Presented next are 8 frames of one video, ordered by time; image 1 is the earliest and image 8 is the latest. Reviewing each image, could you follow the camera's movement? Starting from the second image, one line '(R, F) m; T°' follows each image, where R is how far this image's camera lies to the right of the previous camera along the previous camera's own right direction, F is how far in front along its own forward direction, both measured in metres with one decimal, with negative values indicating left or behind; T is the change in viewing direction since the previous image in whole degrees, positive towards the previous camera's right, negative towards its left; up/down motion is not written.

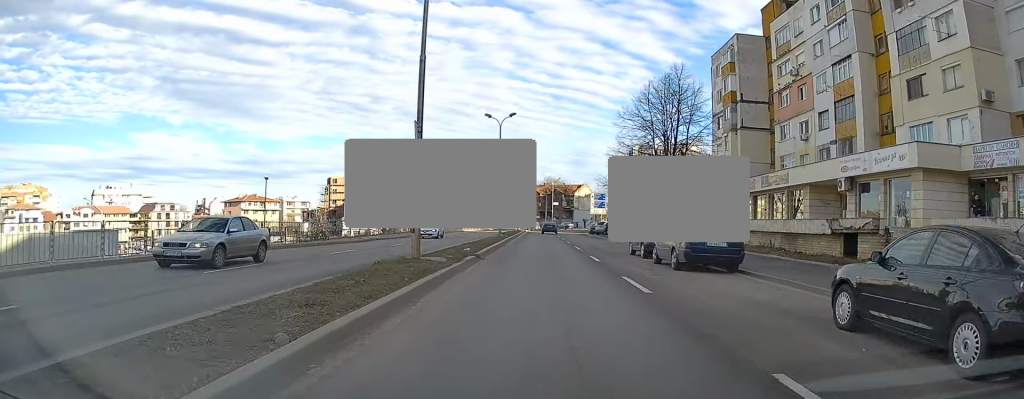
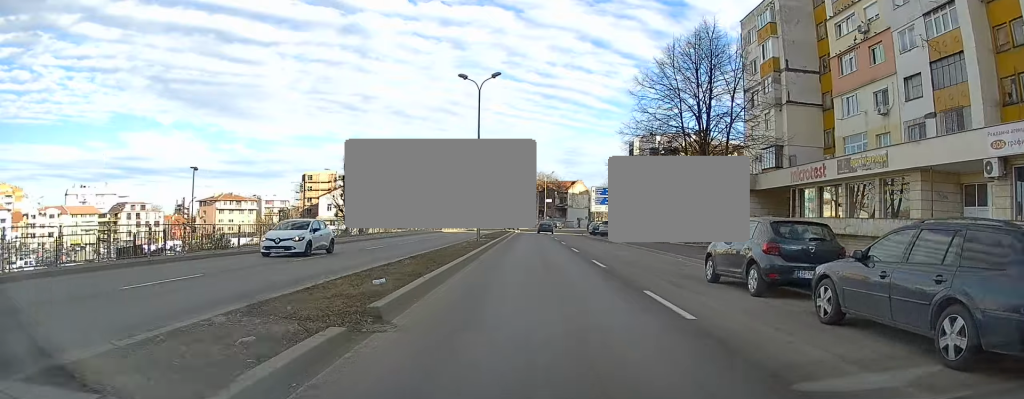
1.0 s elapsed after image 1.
(+0.3, +12.2) m; +1°
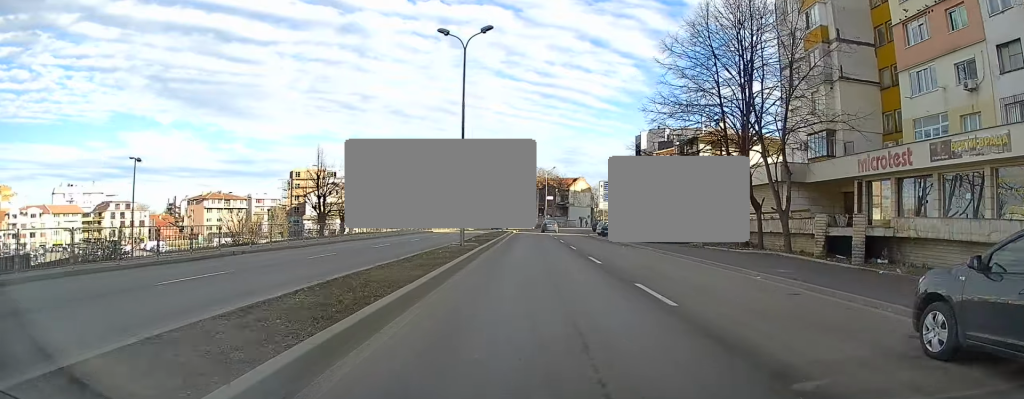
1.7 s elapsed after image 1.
(-0.1, +7.6) m; 0°
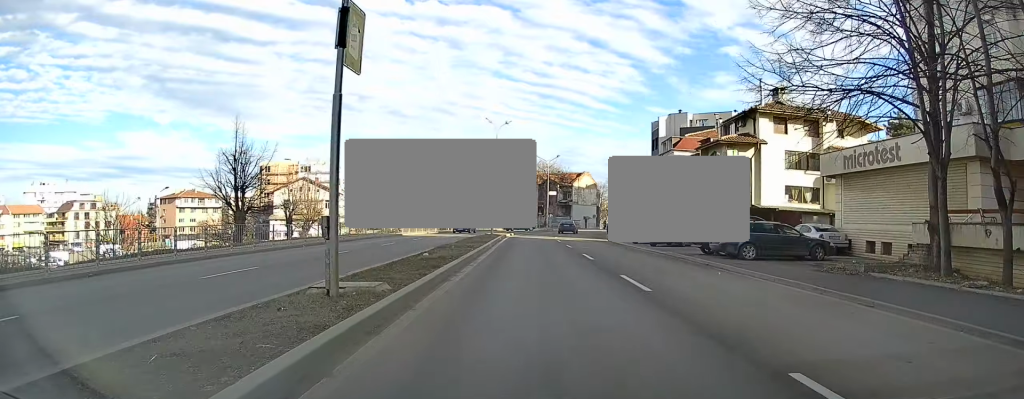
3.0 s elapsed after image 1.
(+0.1, +15.8) m; +1°
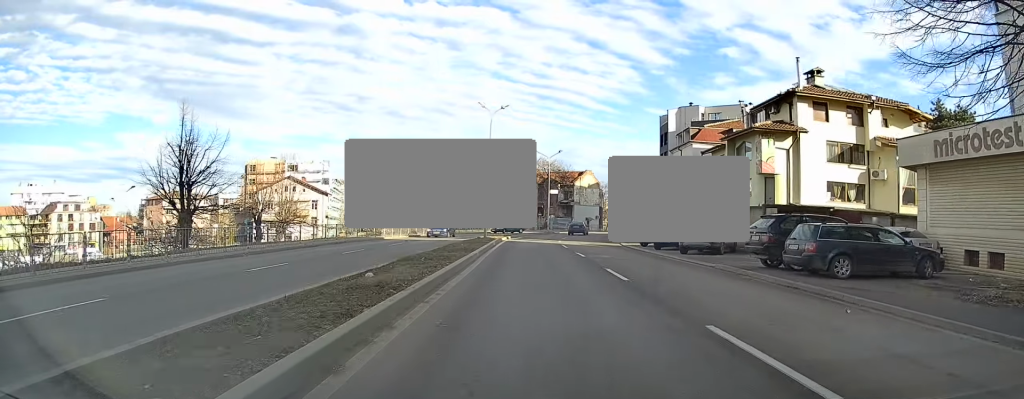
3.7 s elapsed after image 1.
(0.0, +7.1) m; +1°
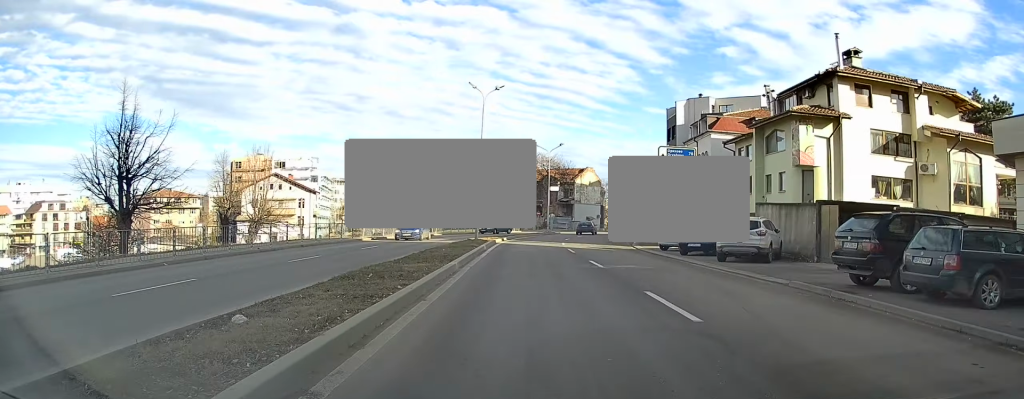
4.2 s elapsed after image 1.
(0.0, +5.7) m; 0°
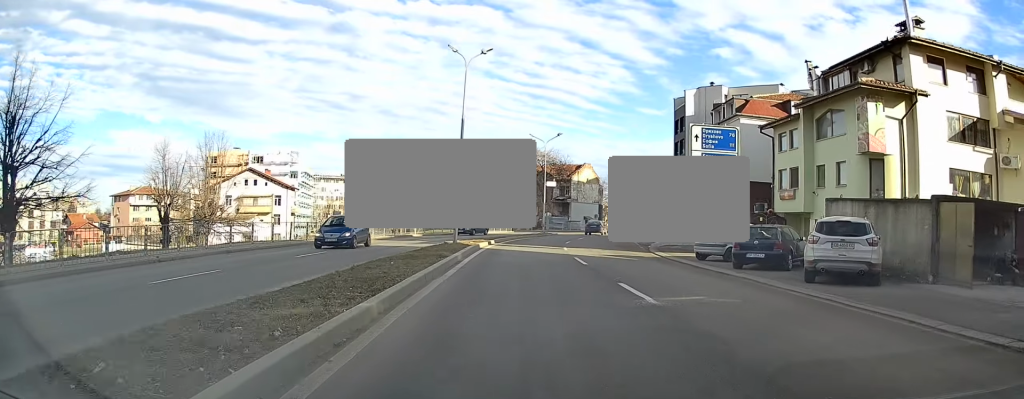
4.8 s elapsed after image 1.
(0.0, +7.5) m; 0°
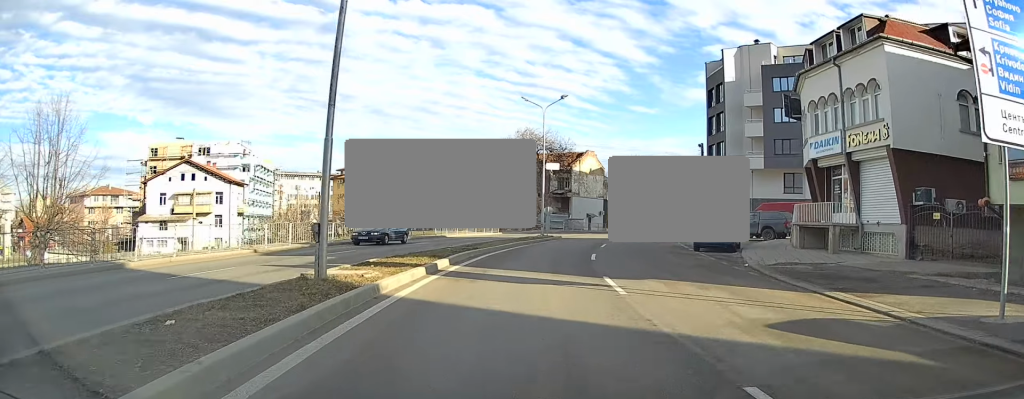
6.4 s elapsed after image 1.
(+0.3, +17.8) m; +3°
